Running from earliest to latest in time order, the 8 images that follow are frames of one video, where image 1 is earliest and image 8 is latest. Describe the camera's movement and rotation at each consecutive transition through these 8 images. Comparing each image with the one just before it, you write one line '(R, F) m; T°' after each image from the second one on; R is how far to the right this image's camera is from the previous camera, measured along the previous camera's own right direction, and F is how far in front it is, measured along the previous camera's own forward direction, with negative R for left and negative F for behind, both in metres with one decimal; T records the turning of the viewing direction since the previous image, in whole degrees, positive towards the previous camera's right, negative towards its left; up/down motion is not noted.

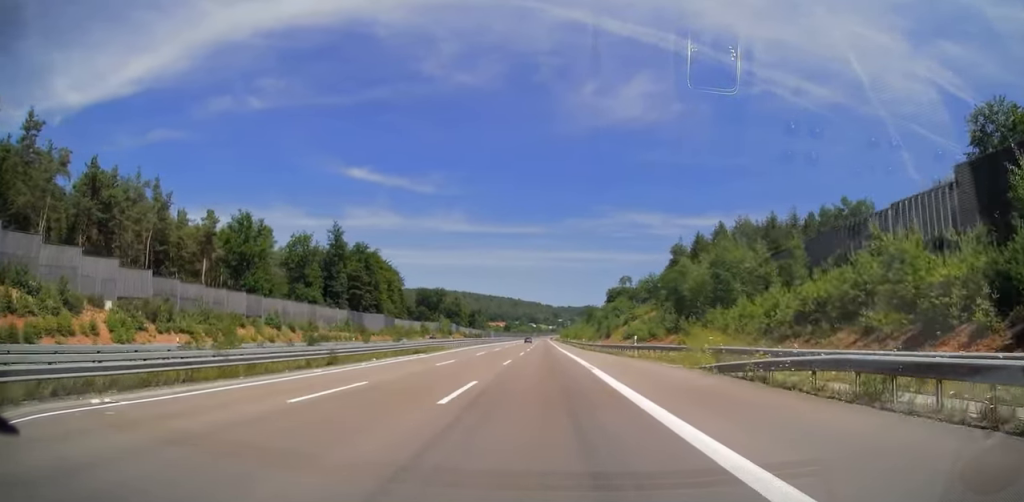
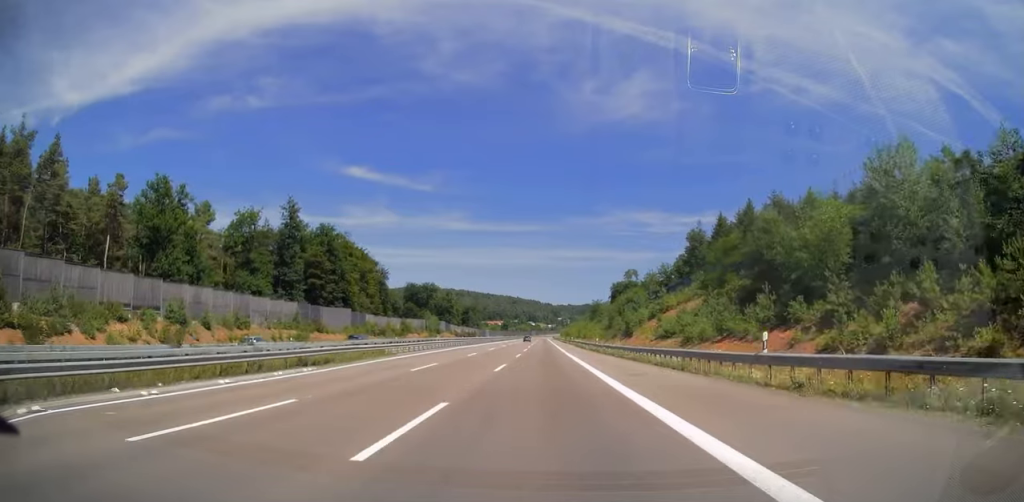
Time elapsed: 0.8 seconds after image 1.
(0.0, +23.9) m; -1°
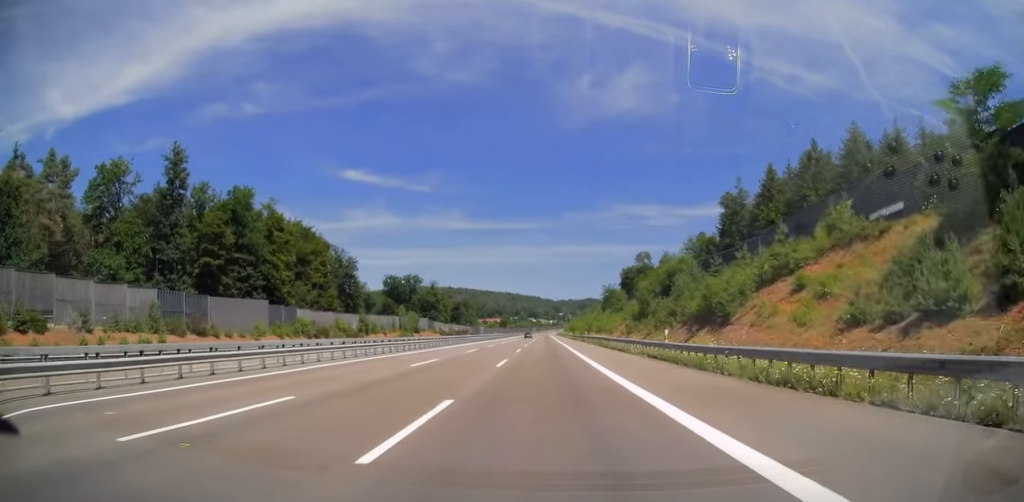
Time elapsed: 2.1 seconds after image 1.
(-0.4, +36.6) m; -1°
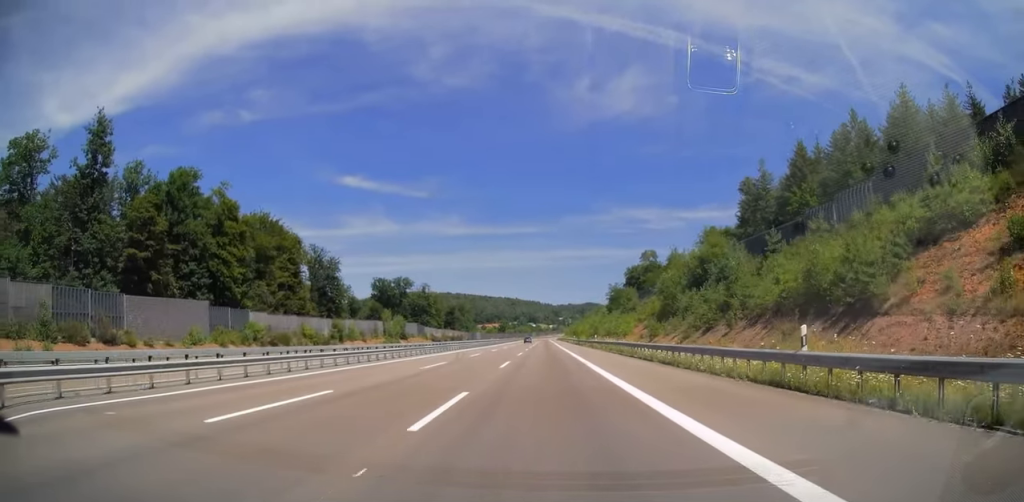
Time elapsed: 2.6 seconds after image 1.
(0.0, +15.6) m; 0°
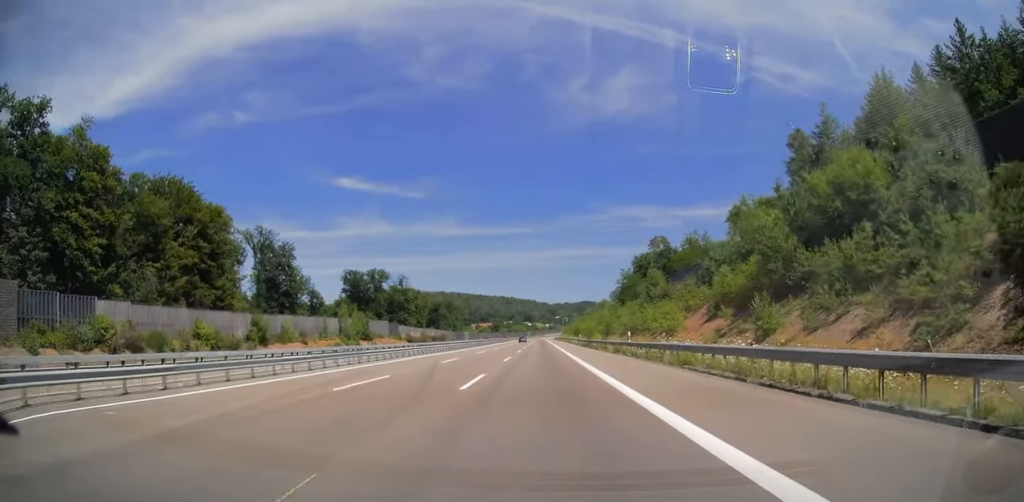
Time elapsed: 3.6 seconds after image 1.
(0.0, +29.2) m; +1°
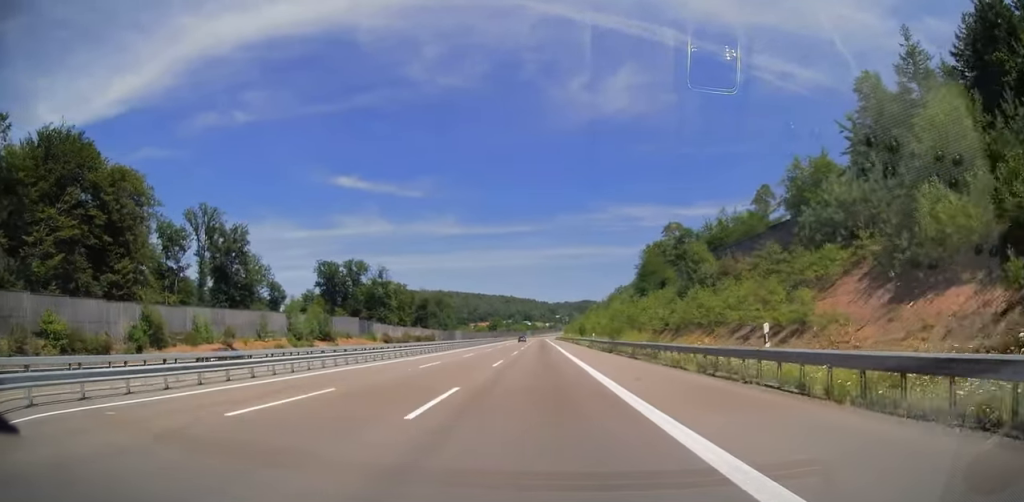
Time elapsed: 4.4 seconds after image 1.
(+0.2, +23.8) m; 0°
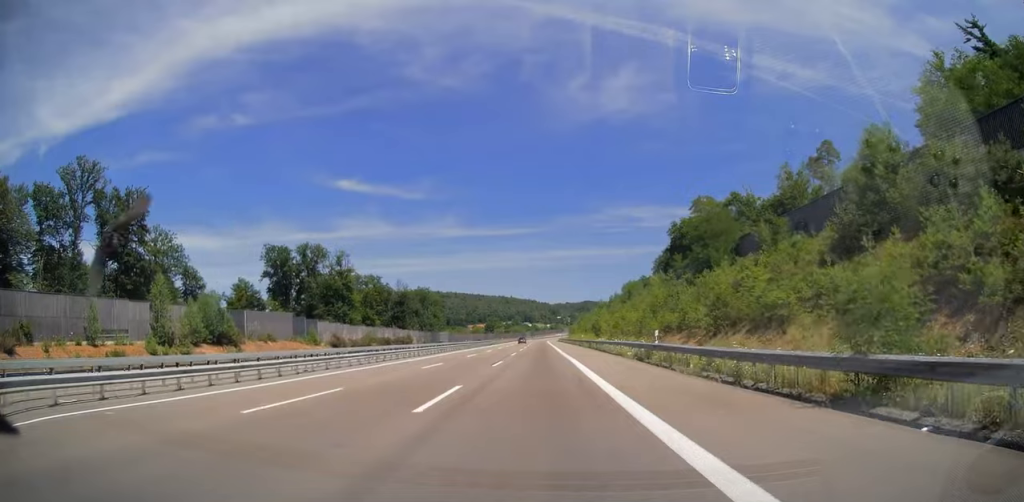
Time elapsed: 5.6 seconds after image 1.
(-0.2, +35.0) m; -1°
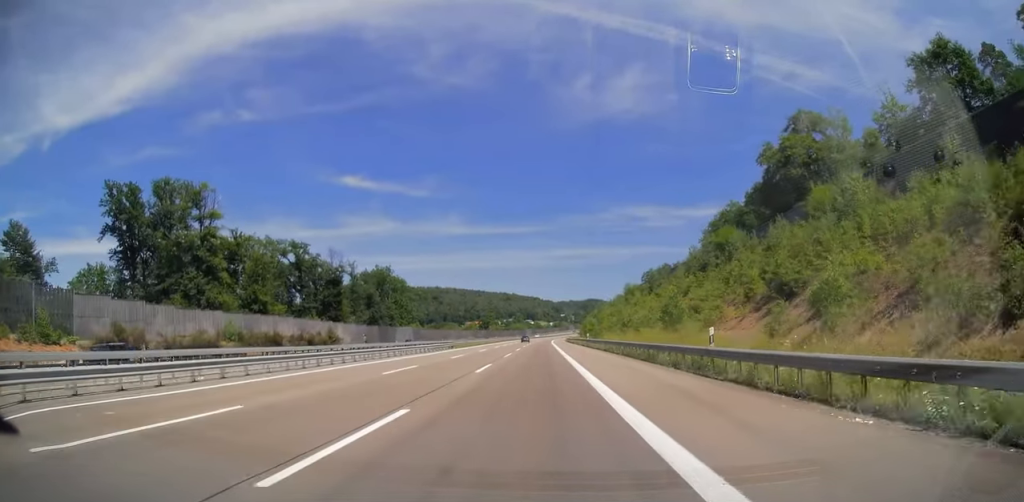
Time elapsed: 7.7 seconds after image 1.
(+0.5, +59.3) m; +1°
